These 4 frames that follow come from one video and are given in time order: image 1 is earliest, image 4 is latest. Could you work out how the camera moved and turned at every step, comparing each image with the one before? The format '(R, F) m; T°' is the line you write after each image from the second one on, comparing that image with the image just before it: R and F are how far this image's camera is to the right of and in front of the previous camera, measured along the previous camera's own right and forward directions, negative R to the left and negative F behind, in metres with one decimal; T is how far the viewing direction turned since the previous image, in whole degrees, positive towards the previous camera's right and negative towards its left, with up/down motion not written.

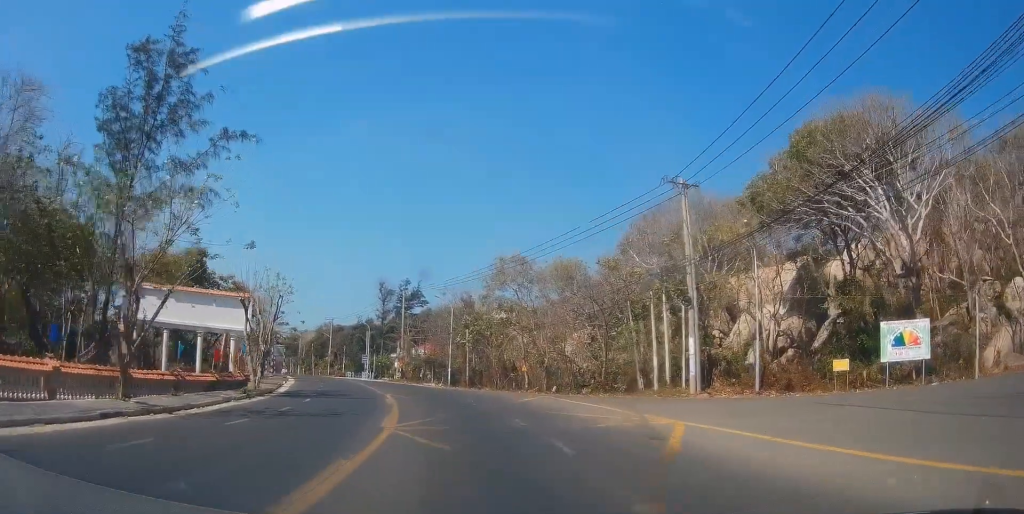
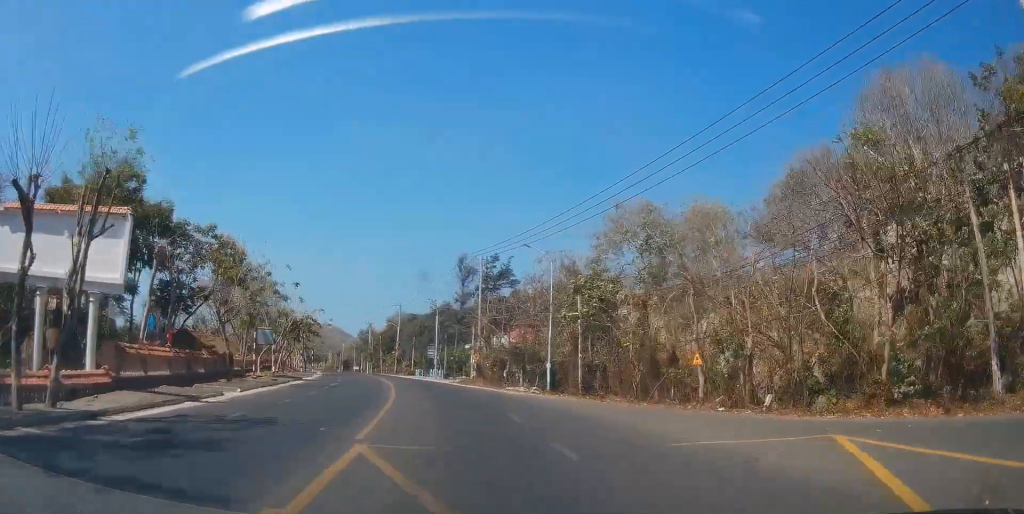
(-1.0, +23.6) m; -8°
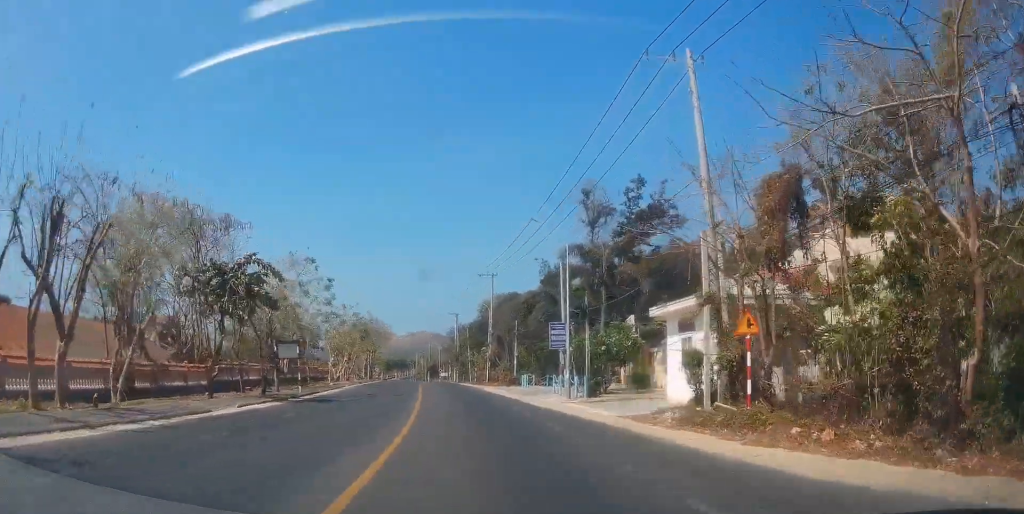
(-2.3, +40.3) m; -8°
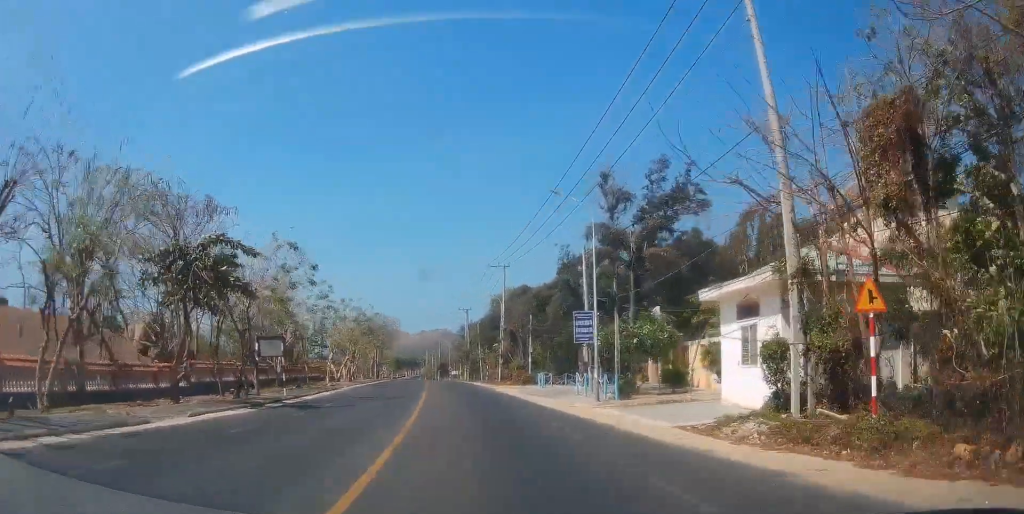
(0.0, +4.8) m; -1°
